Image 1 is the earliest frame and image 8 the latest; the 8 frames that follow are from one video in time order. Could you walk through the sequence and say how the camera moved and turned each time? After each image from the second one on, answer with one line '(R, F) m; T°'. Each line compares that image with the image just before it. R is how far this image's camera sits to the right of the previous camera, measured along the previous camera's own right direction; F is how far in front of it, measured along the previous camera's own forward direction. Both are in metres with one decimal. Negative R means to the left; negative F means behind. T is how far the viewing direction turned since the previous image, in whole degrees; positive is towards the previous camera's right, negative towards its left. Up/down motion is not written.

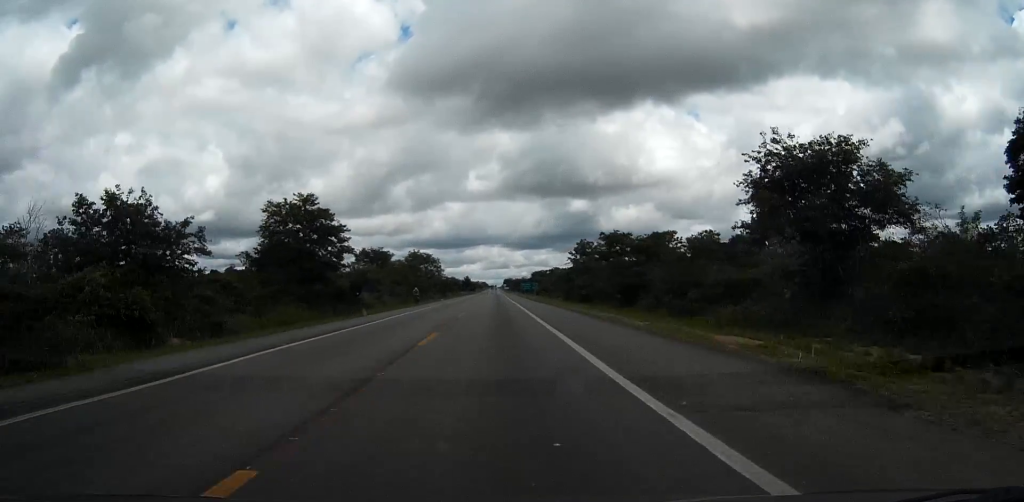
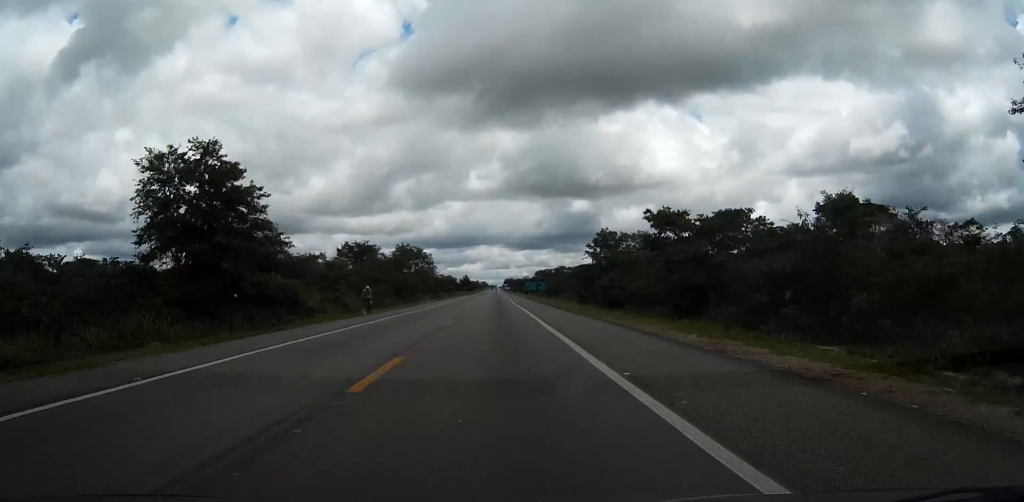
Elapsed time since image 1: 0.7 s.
(-0.1, +23.7) m; 0°
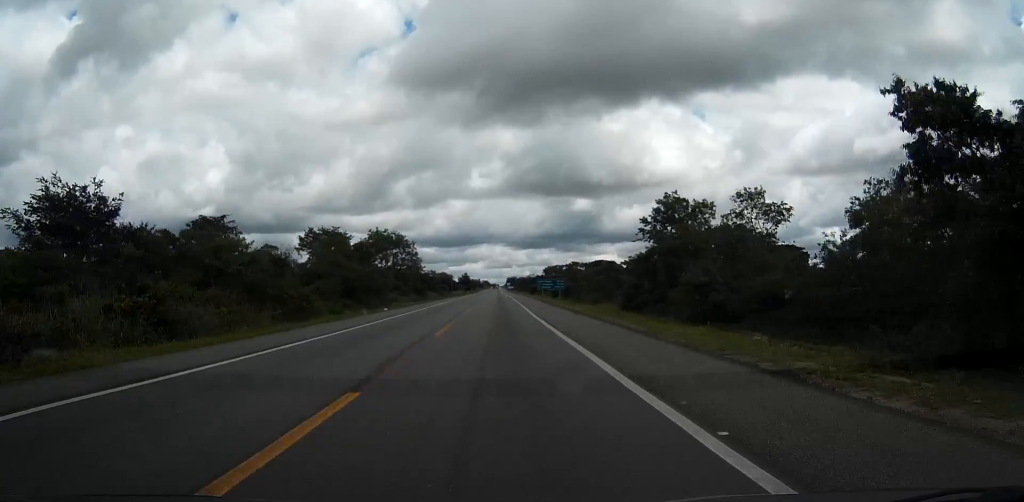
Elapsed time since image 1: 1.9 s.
(+0.3, +36.9) m; 0°
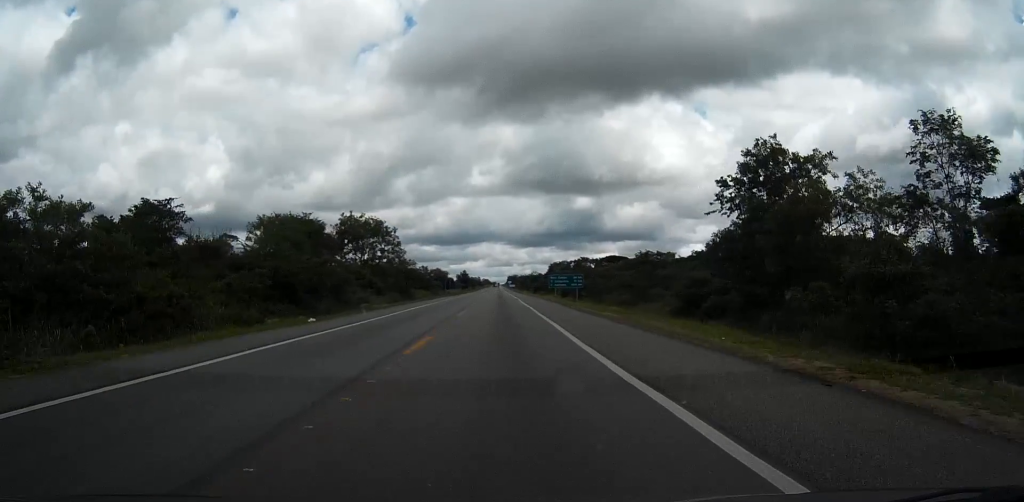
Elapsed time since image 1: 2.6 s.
(-0.2, +23.0) m; 0°
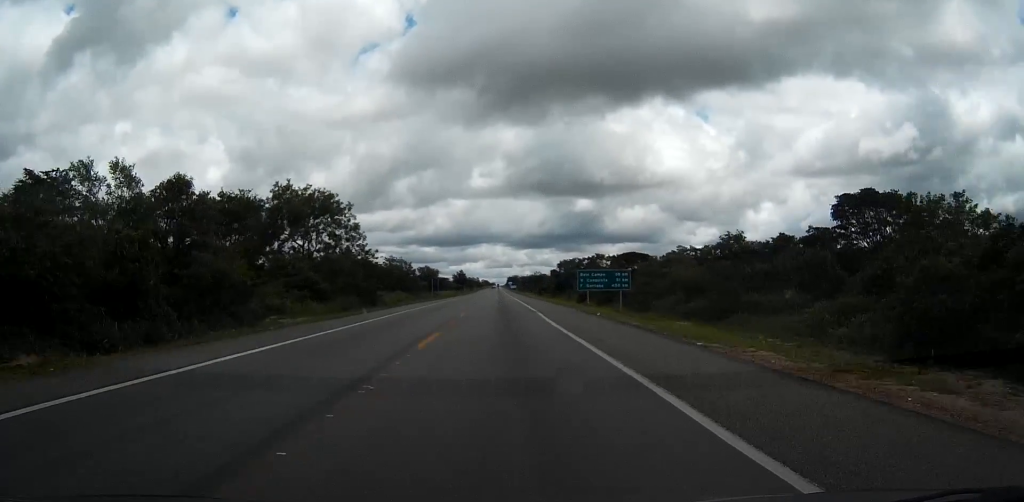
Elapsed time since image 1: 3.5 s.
(0.0, +30.8) m; 0°
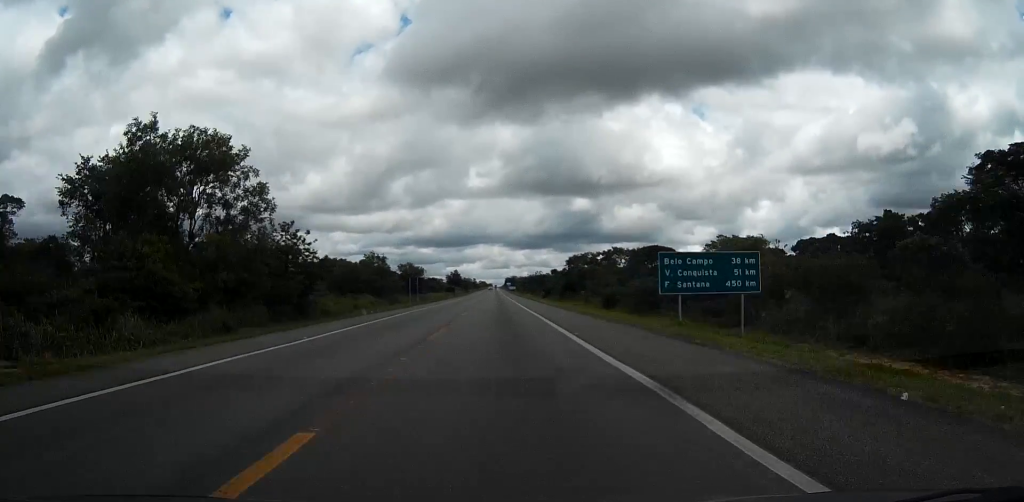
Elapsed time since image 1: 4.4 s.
(0.0, +28.8) m; 0°
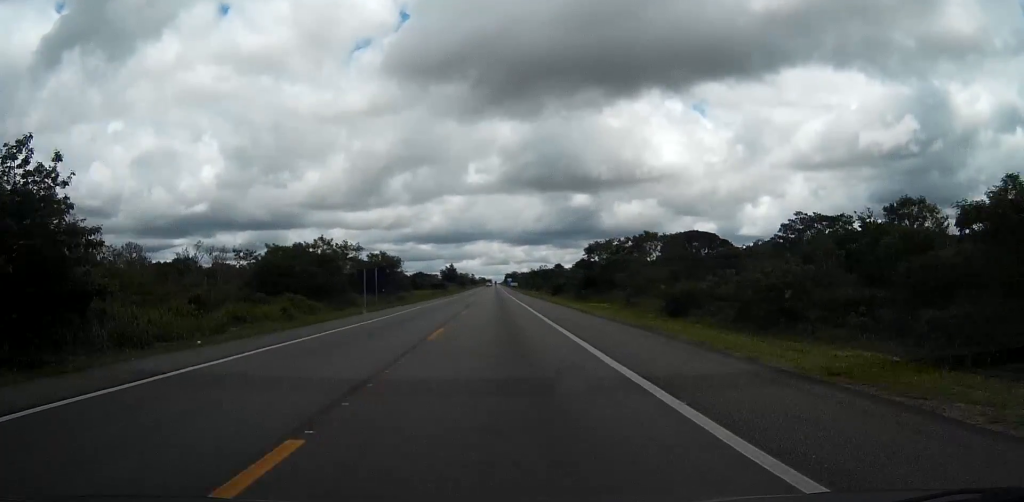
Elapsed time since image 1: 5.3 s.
(0.0, +32.3) m; 0°
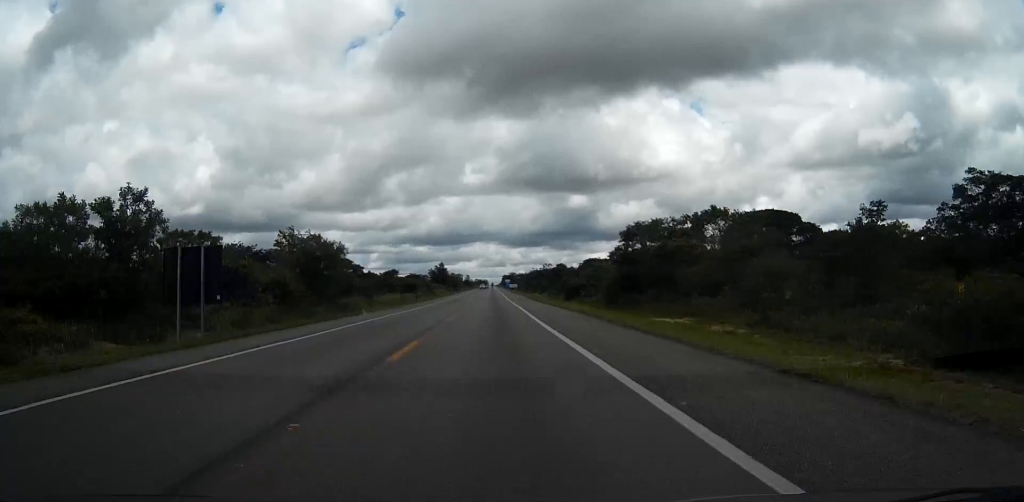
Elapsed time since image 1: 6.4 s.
(0.0, +37.0) m; 0°
